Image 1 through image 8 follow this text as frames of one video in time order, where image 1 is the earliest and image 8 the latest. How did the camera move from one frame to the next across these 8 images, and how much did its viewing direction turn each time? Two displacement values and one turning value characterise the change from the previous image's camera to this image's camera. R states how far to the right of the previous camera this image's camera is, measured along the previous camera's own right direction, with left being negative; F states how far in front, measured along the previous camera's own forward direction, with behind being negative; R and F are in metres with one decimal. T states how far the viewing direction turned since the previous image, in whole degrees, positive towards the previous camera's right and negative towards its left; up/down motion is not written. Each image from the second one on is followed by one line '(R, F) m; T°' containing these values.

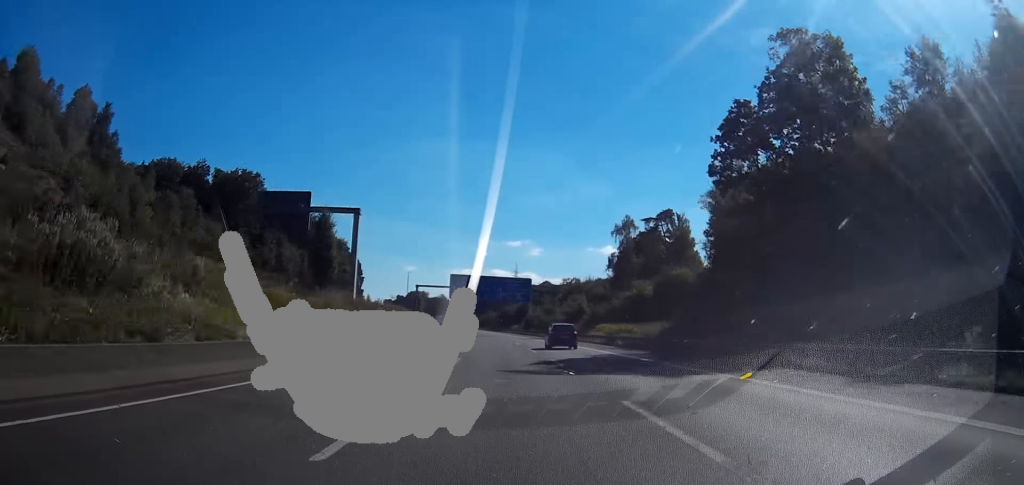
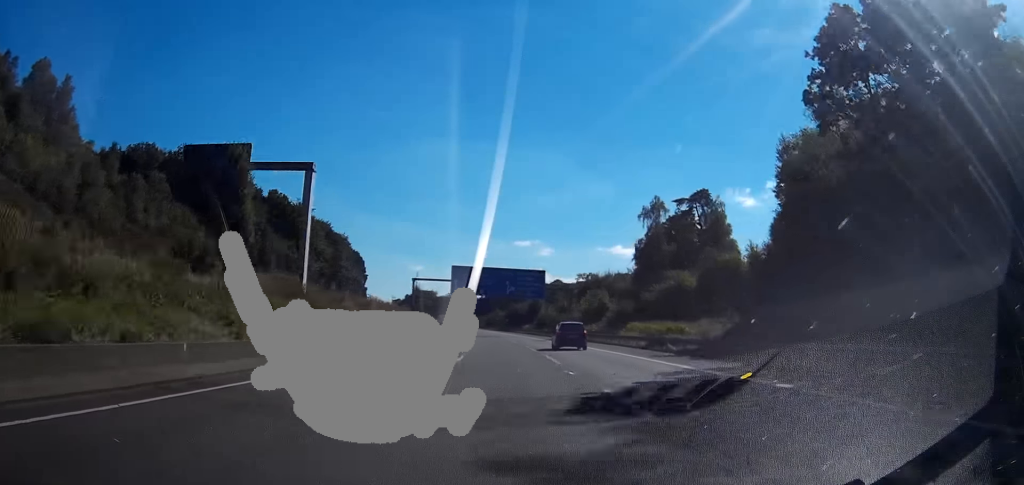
(+0.4, +15.7) m; -2°
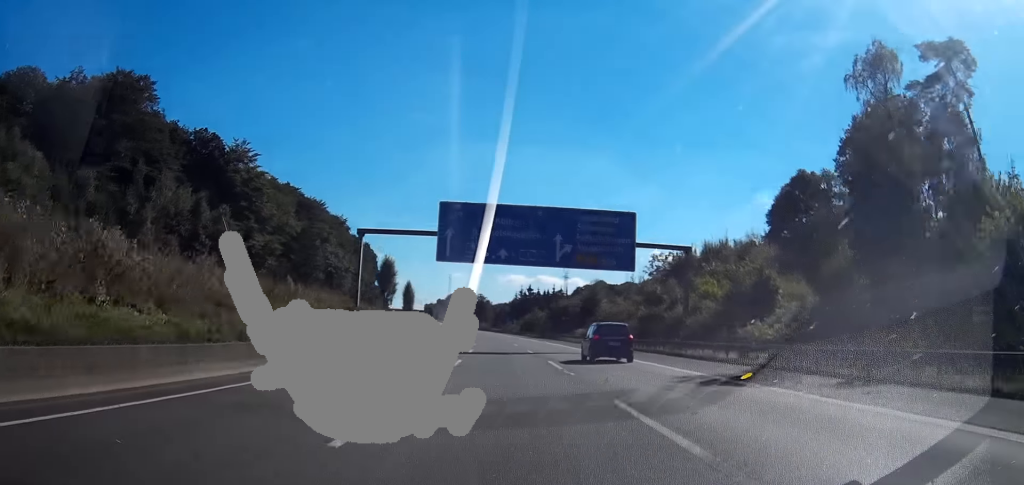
(-3.8, +55.6) m; -5°
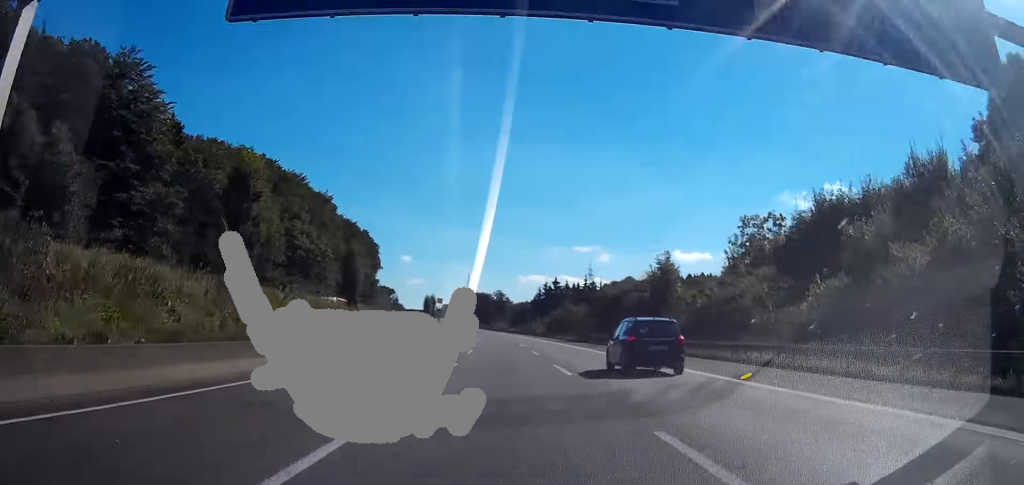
(0.0, +40.2) m; 0°
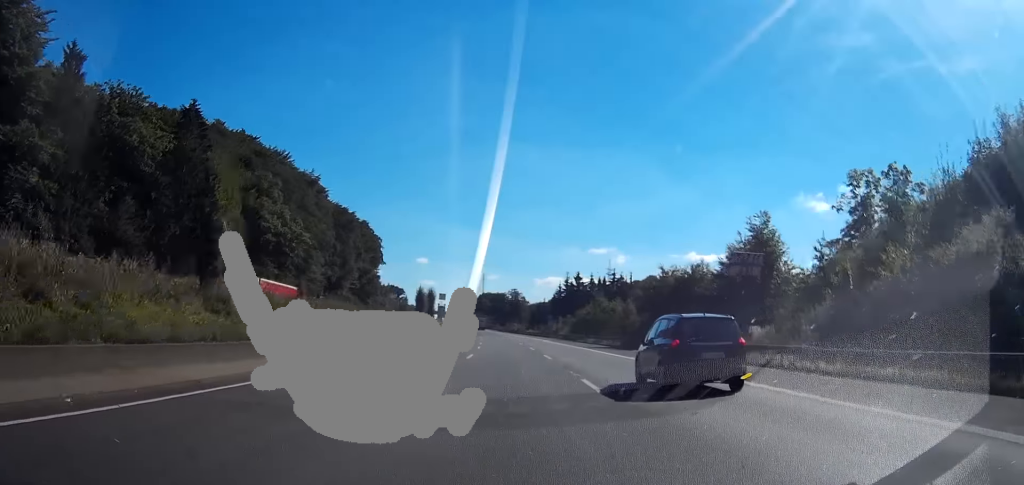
(0.0, +25.7) m; 0°
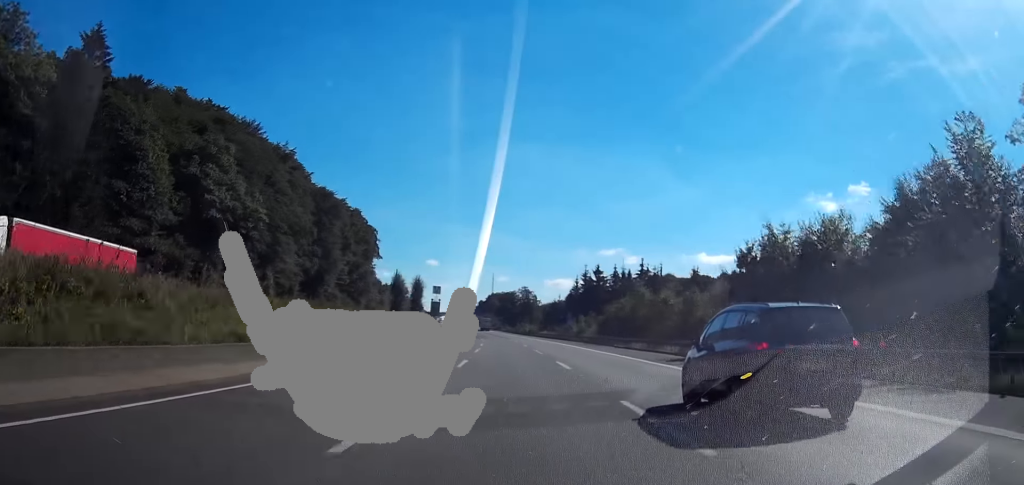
(0.0, +24.5) m; 0°
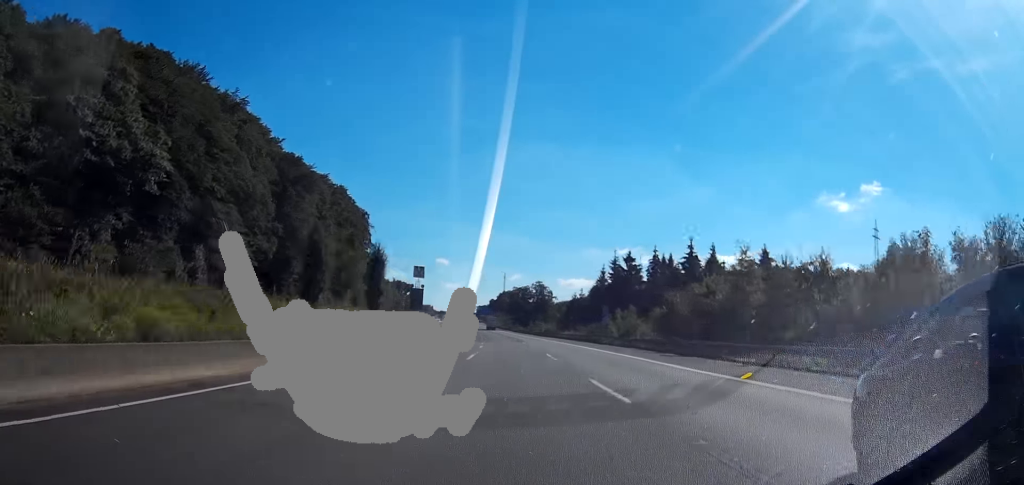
(0.0, +30.5) m; -1°
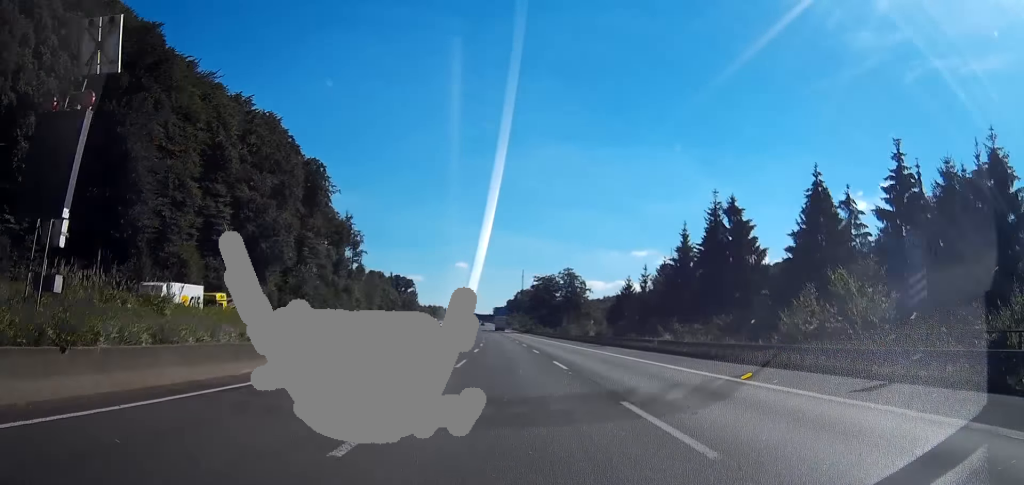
(-1.5, +59.9) m; -3°
